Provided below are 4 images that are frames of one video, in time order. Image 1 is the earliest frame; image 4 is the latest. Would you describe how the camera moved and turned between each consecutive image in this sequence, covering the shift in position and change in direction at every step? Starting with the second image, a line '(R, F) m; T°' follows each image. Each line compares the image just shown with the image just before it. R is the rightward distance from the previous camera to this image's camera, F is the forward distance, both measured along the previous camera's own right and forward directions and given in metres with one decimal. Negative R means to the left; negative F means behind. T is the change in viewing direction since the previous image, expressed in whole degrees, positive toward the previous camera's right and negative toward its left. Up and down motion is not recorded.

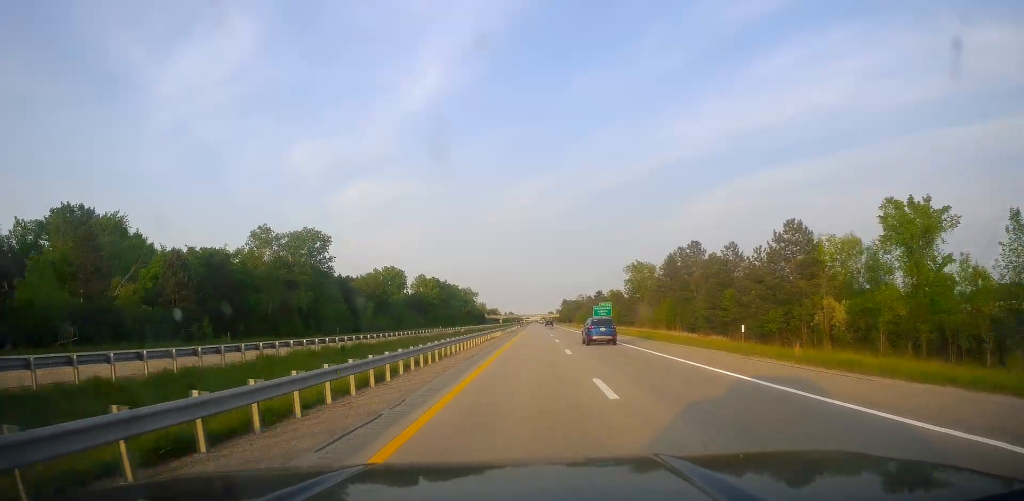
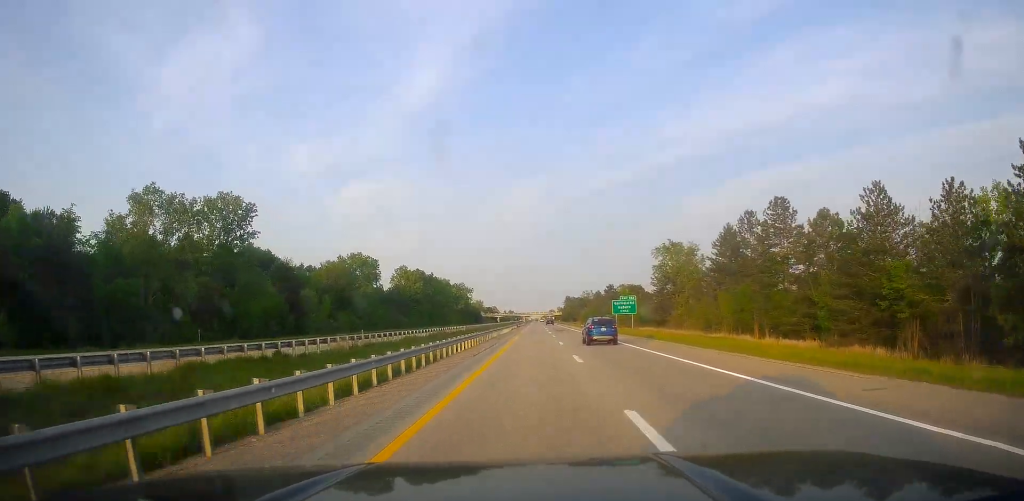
(-0.3, +35.8) m; 0°
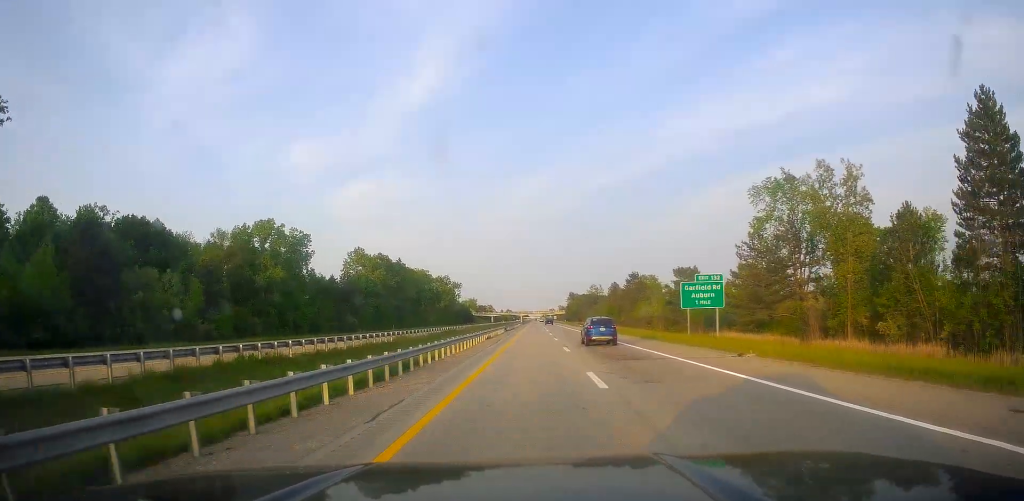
(+0.3, +53.3) m; 0°
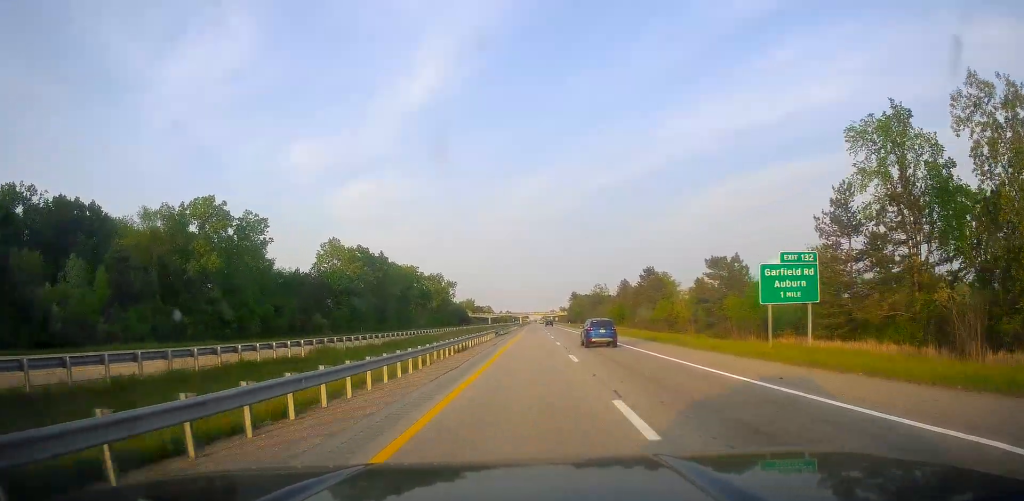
(-0.3, +21.0) m; -1°
